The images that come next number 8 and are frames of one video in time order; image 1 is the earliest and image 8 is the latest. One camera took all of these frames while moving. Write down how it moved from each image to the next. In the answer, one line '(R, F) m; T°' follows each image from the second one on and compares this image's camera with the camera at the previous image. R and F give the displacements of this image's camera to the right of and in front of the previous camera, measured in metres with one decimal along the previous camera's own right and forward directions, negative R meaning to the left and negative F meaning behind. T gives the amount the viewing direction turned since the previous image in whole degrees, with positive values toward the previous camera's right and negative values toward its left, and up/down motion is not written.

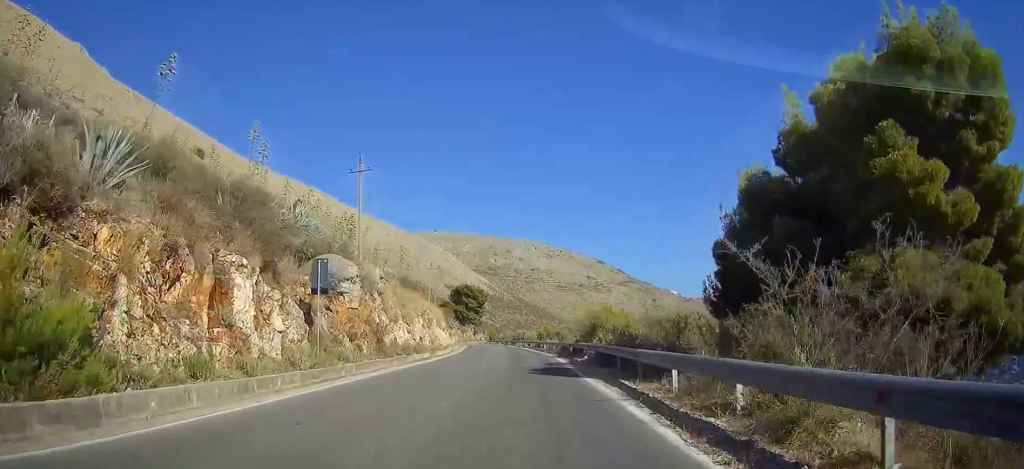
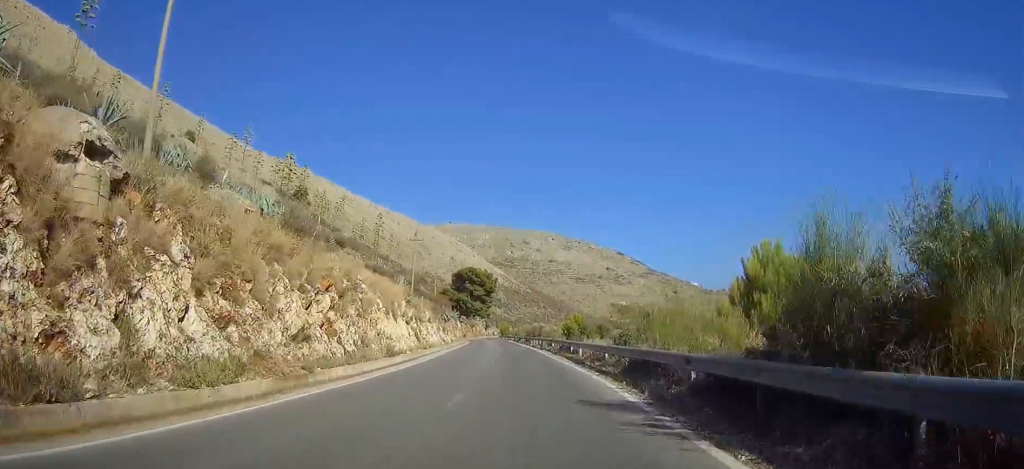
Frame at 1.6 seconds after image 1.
(-0.6, +28.3) m; -2°
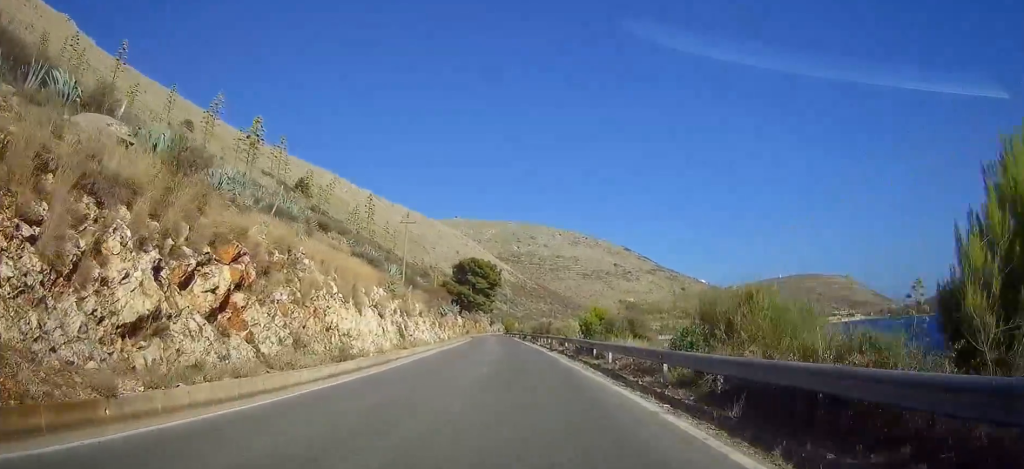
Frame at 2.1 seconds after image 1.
(0.0, +9.7) m; 0°
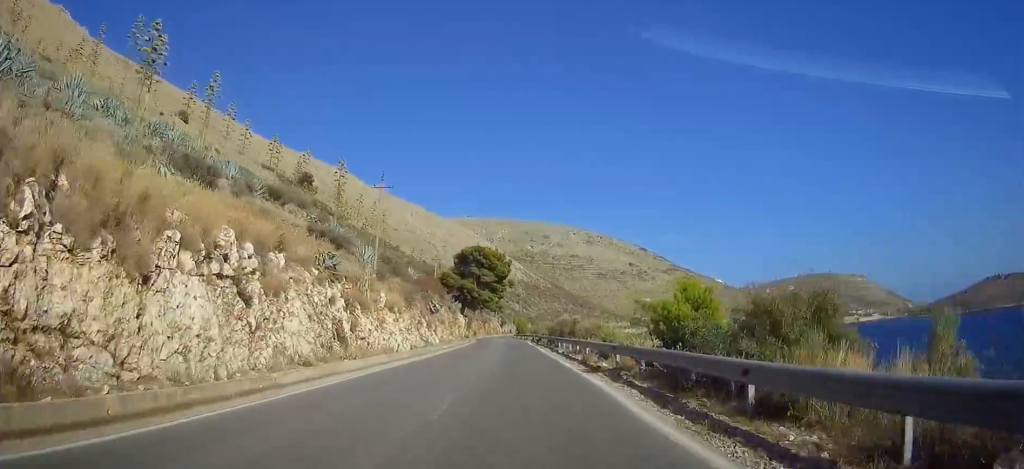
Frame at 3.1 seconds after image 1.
(0.0, +18.2) m; 0°
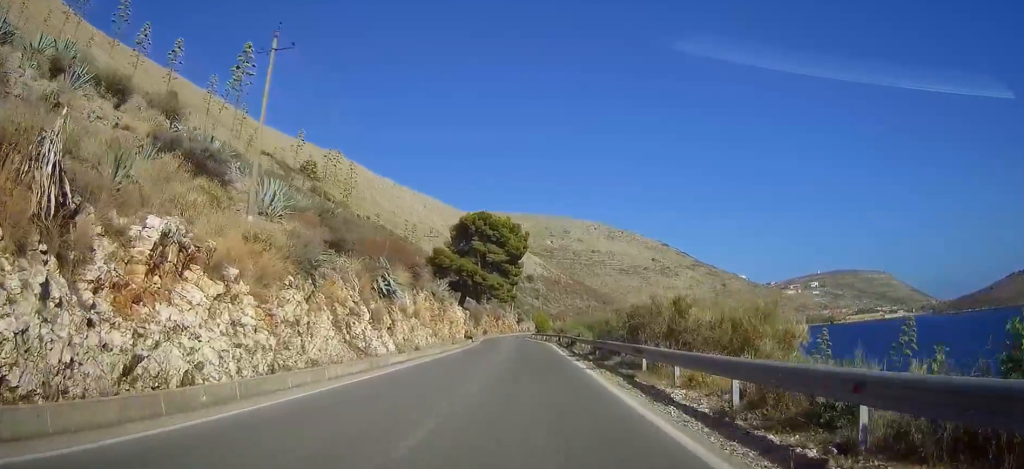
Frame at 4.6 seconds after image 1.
(0.0, +27.2) m; -1°
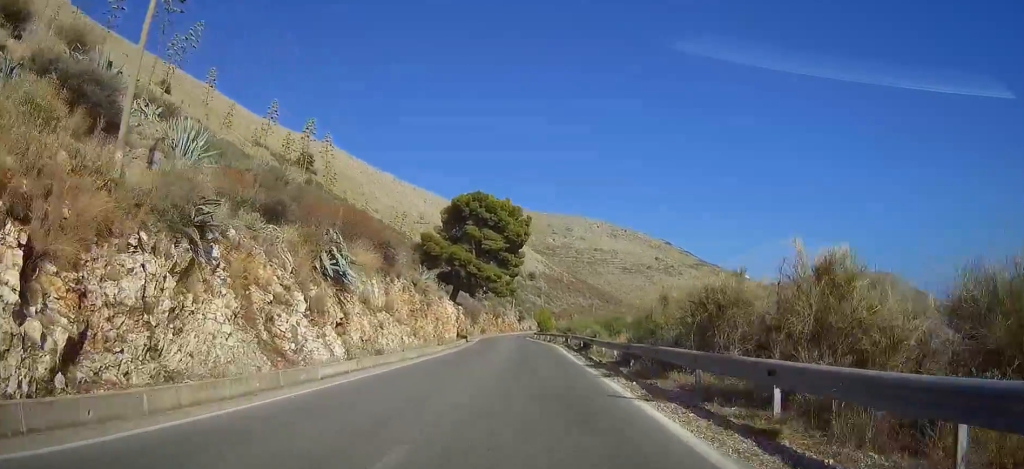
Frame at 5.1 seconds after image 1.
(-0.2, +9.6) m; -1°
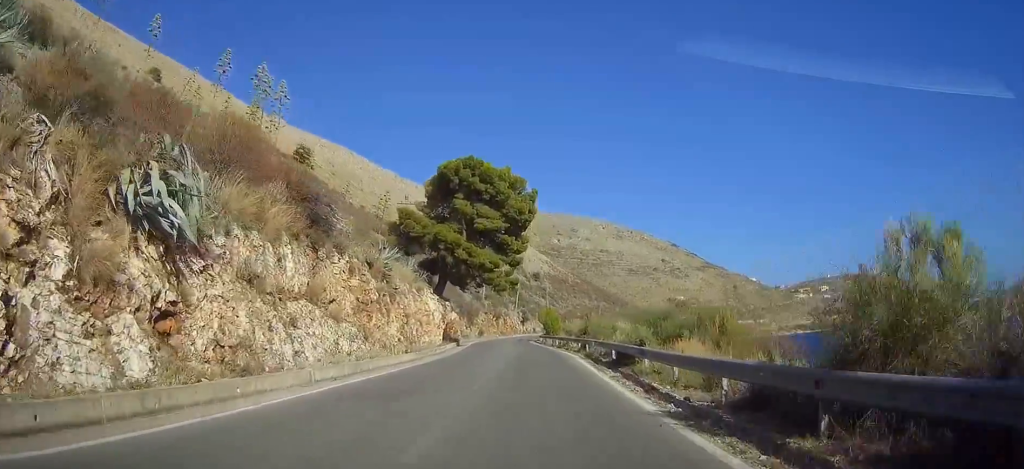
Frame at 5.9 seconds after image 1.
(-0.1, +13.2) m; -1°
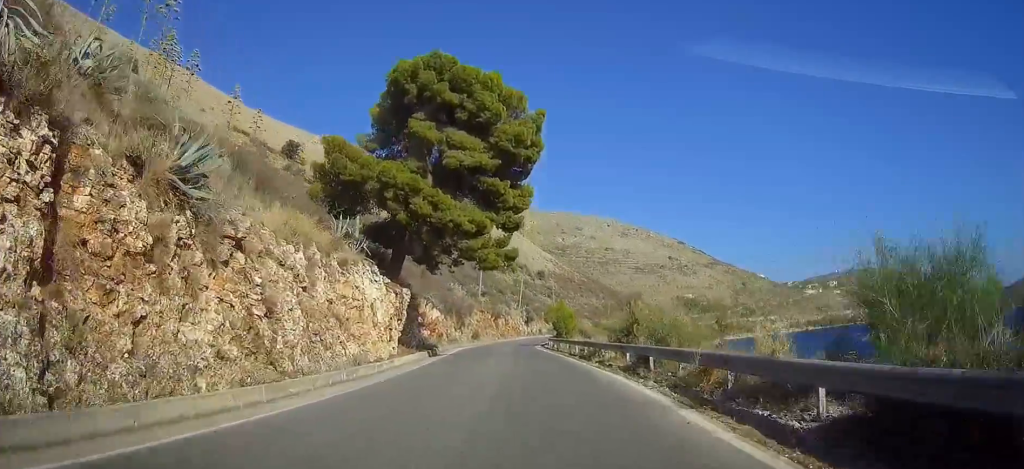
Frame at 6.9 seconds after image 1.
(0.0, +19.3) m; 0°
